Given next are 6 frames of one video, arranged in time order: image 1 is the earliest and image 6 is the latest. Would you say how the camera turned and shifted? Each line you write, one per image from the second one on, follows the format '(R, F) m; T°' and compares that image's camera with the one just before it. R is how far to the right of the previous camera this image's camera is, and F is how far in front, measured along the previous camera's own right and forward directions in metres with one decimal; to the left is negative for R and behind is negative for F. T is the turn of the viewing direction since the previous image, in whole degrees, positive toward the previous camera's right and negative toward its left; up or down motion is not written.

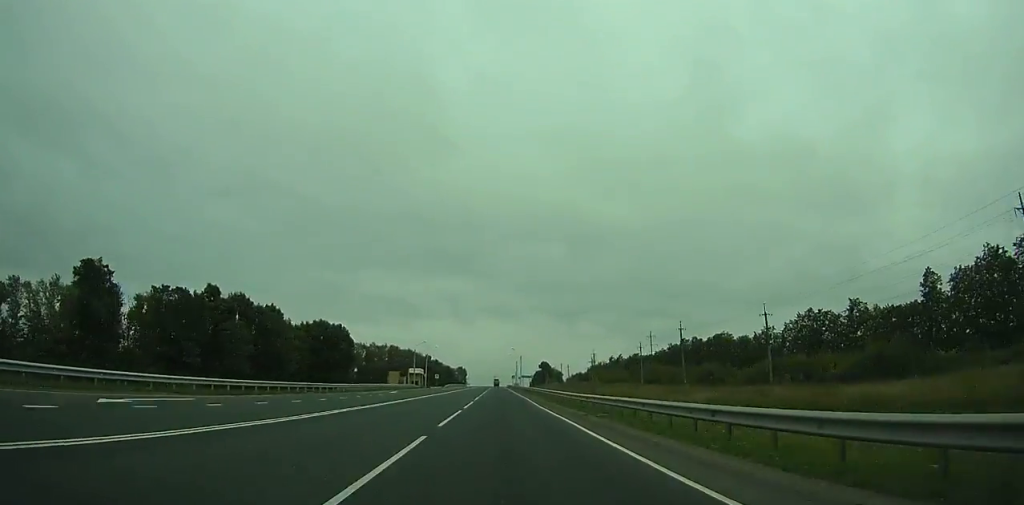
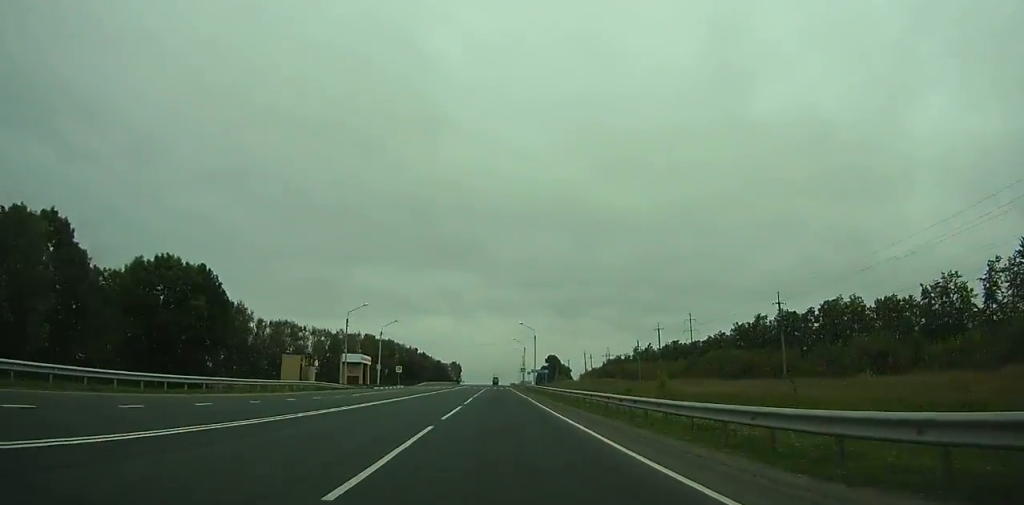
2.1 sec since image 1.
(0.0, +58.4) m; 0°
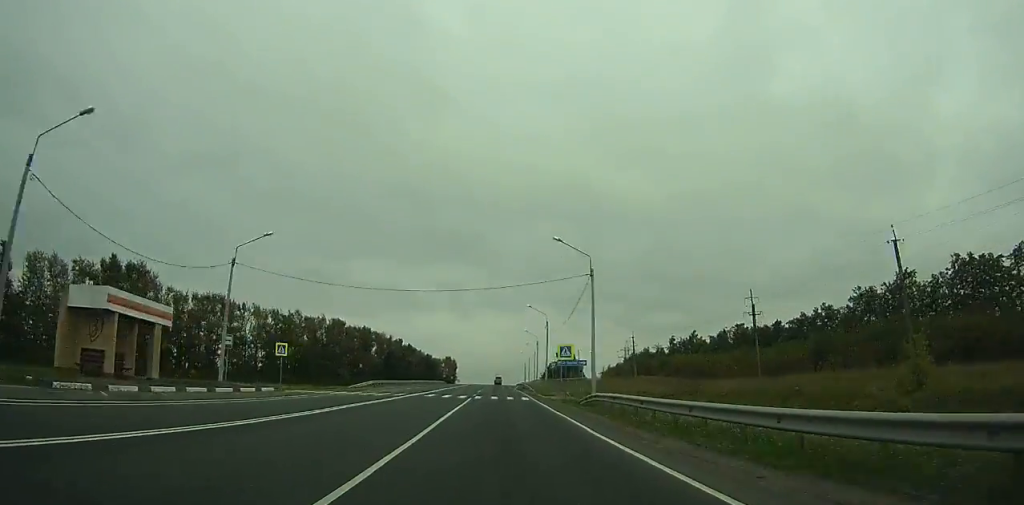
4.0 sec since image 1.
(0.0, +52.8) m; 0°
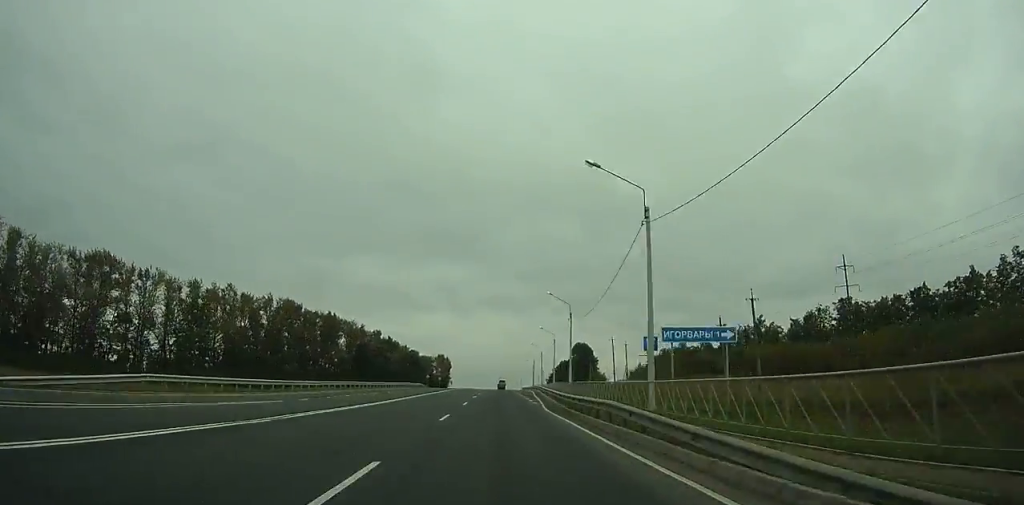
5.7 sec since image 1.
(-0.1, +47.1) m; 0°
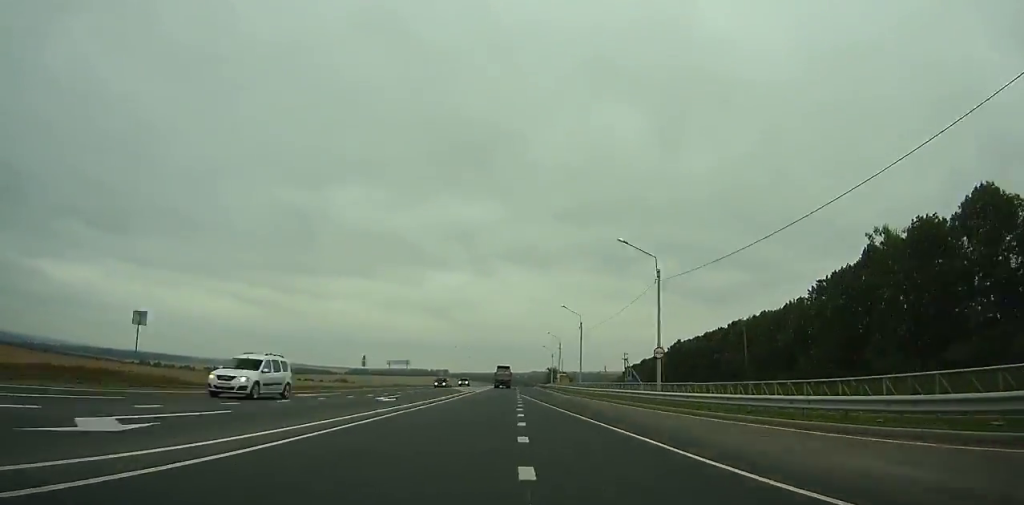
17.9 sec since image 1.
(+1.6, +326.4) m; -1°
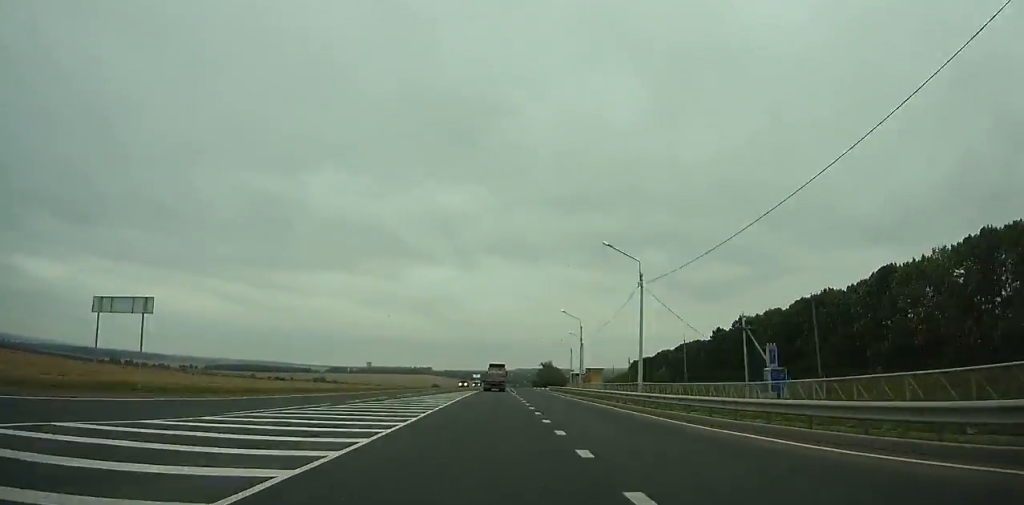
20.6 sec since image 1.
(-0.4, +67.0) m; 0°
